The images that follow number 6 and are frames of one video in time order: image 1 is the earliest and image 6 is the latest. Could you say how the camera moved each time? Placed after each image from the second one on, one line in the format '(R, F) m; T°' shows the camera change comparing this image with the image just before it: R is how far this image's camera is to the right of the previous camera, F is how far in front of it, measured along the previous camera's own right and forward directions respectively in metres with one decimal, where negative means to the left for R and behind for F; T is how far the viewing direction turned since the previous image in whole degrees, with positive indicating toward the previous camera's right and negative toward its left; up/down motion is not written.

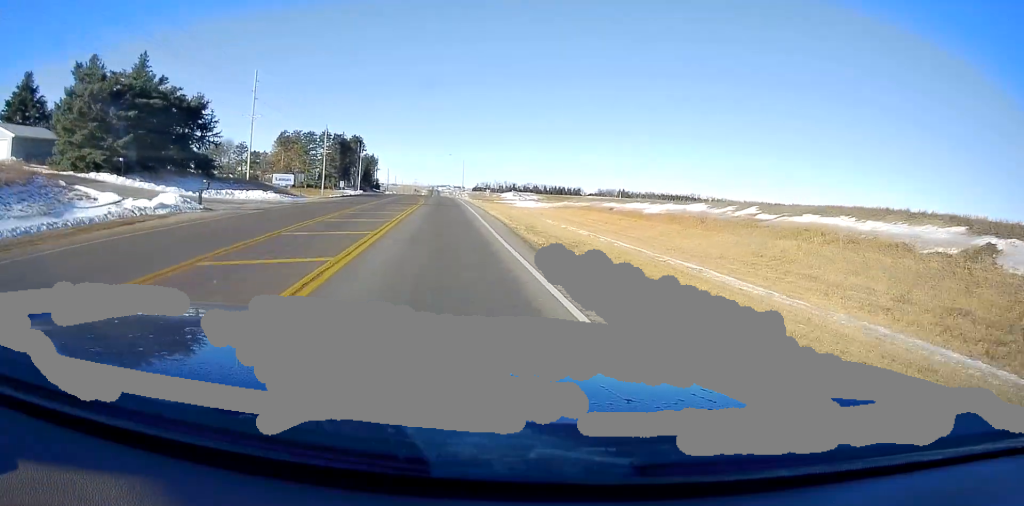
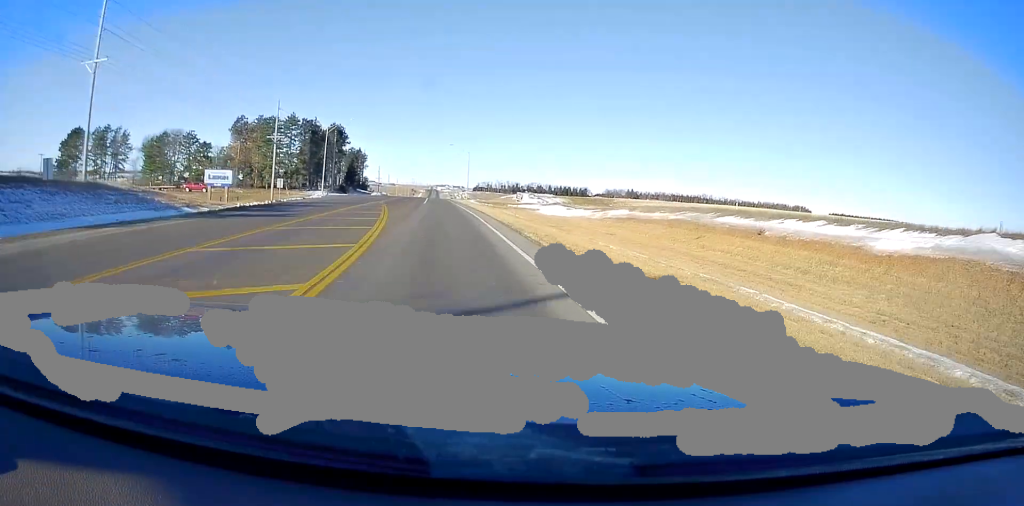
(-0.2, +40.4) m; 0°
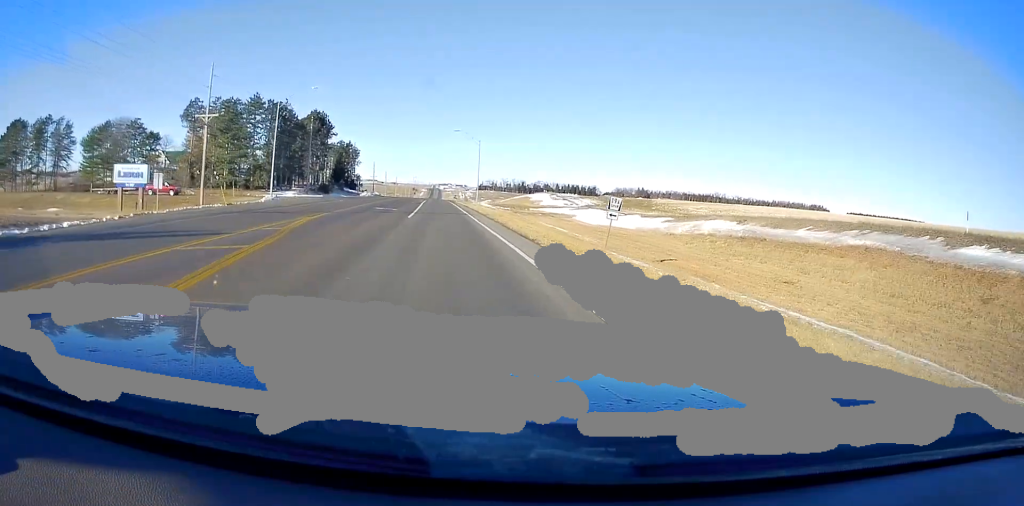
(+0.1, +30.5) m; 0°
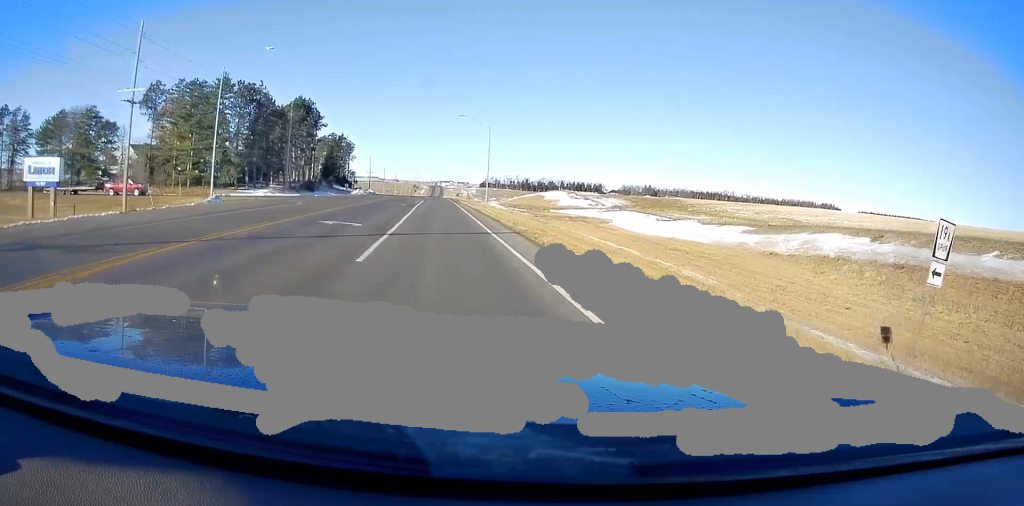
(-0.2, +18.3) m; -1°
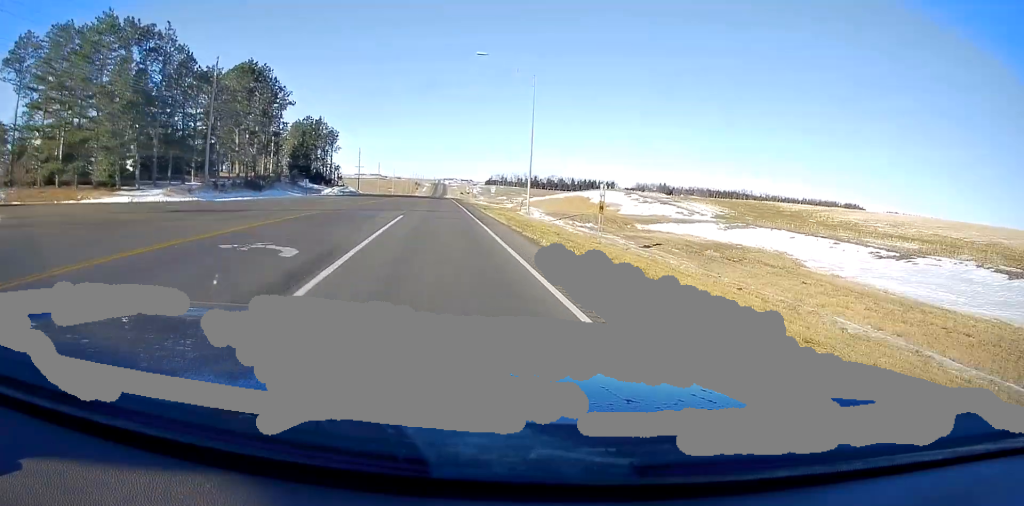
(+0.2, +38.4) m; +1°
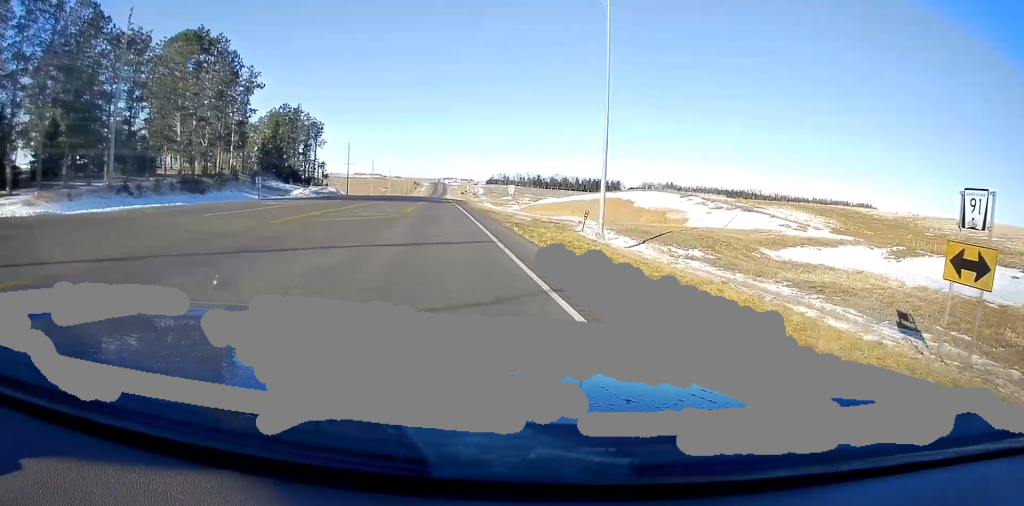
(+0.4, +21.6) m; 0°
